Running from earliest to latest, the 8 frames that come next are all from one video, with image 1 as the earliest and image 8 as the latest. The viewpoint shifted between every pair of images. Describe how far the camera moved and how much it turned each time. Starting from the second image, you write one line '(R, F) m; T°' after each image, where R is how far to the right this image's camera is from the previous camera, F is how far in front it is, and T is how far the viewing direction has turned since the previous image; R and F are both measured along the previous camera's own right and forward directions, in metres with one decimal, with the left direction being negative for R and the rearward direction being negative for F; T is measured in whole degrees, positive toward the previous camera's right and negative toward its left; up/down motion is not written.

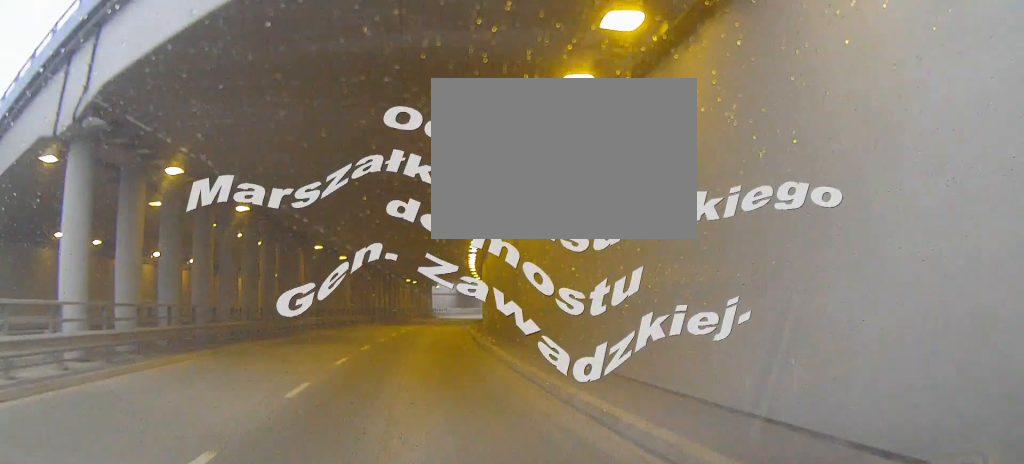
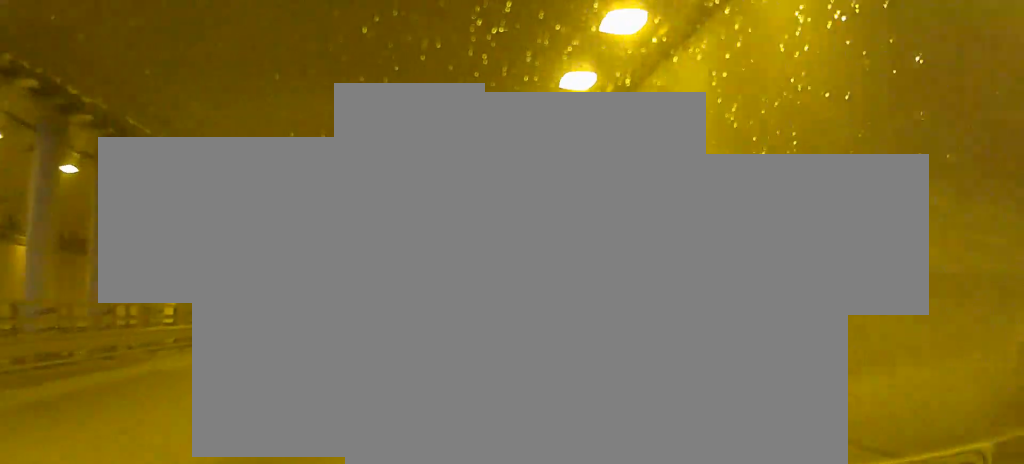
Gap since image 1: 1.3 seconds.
(+0.6, +19.0) m; +2°
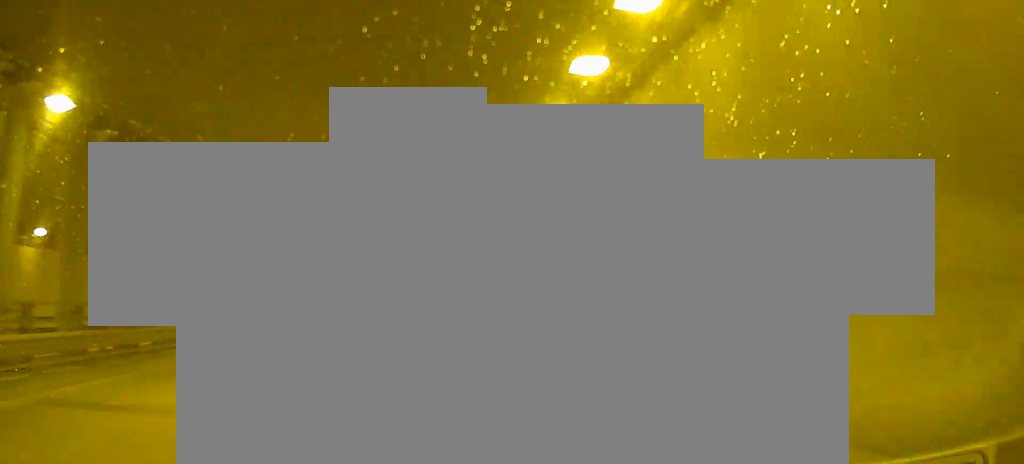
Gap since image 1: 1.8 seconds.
(0.0, +7.8) m; +1°
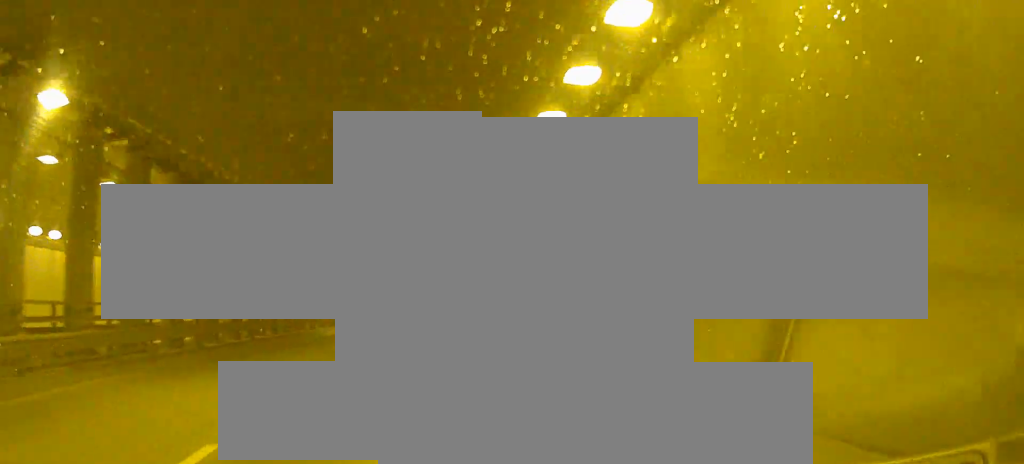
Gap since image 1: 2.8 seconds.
(+0.2, +14.8) m; +2°
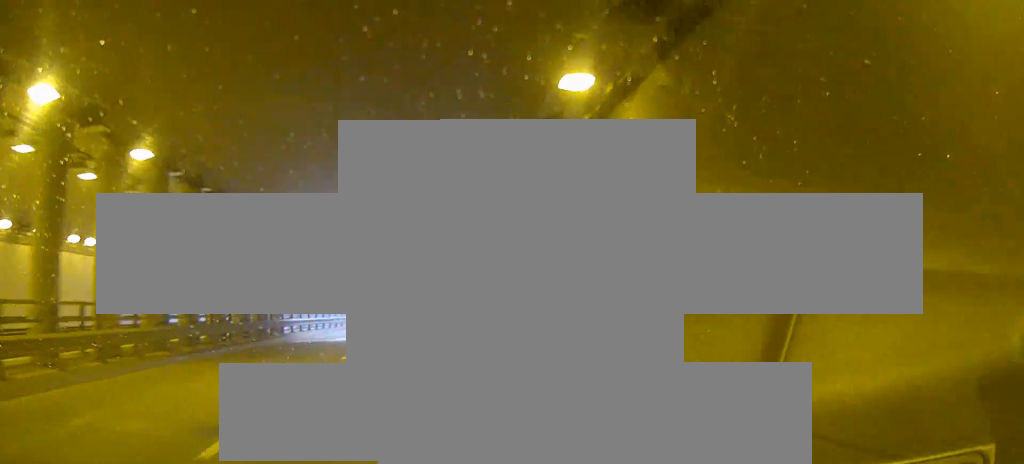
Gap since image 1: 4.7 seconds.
(+0.8, +31.2) m; +2°
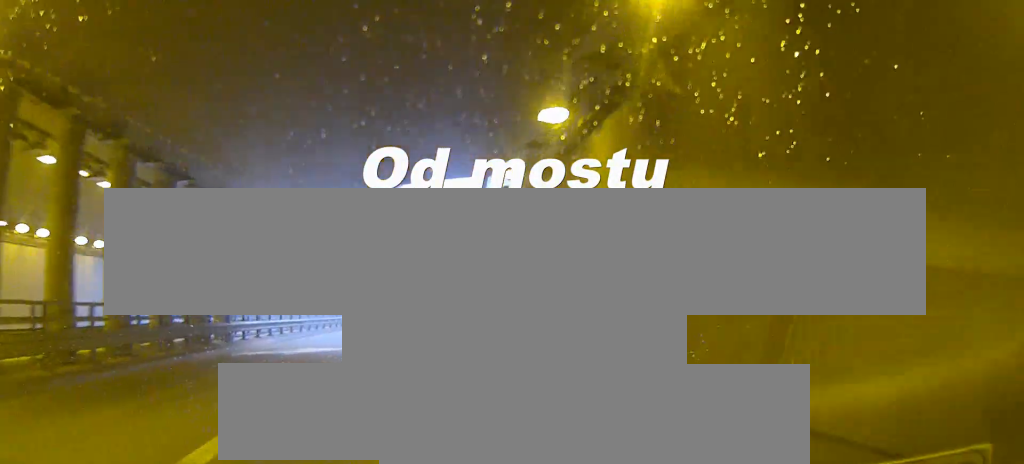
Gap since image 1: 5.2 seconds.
(0.0, +9.1) m; -6°
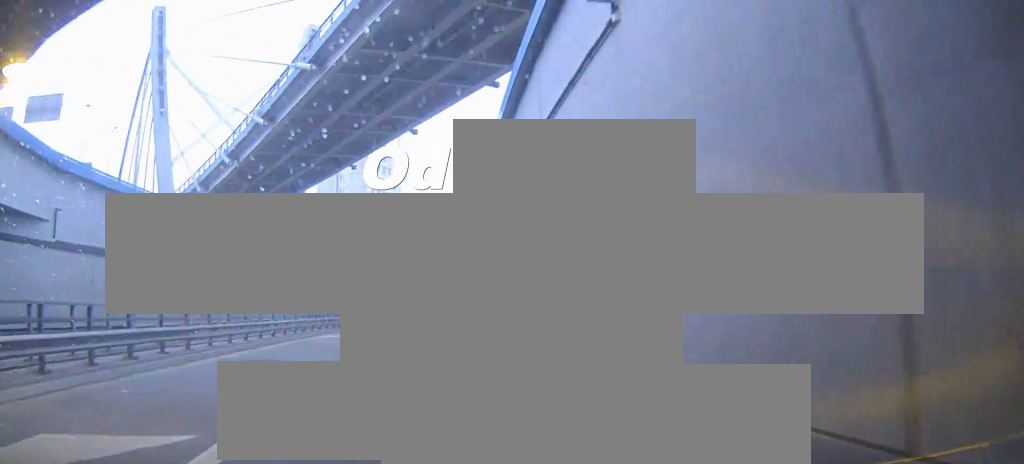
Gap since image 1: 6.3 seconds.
(-2.1, +15.7) m; -11°
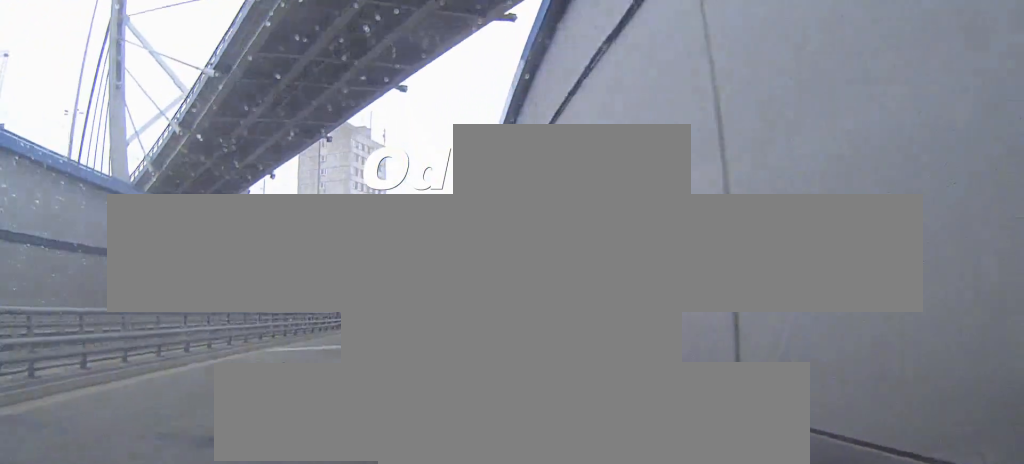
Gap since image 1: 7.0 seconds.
(-2.7, +9.5) m; +7°
